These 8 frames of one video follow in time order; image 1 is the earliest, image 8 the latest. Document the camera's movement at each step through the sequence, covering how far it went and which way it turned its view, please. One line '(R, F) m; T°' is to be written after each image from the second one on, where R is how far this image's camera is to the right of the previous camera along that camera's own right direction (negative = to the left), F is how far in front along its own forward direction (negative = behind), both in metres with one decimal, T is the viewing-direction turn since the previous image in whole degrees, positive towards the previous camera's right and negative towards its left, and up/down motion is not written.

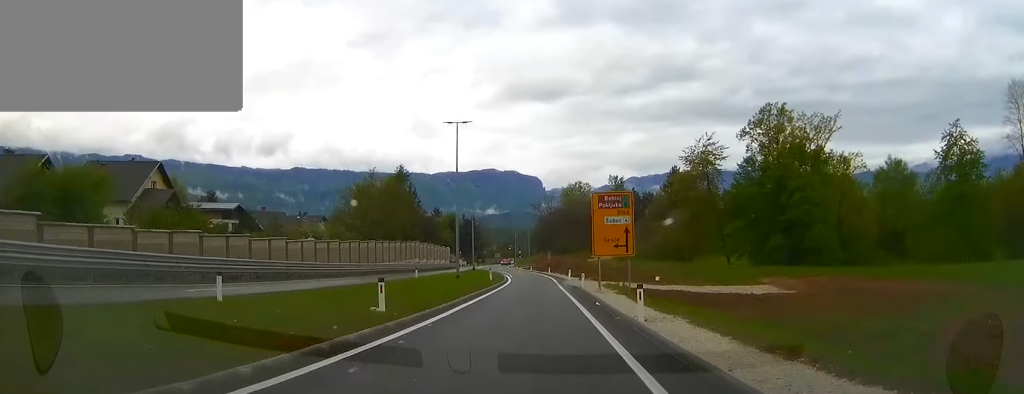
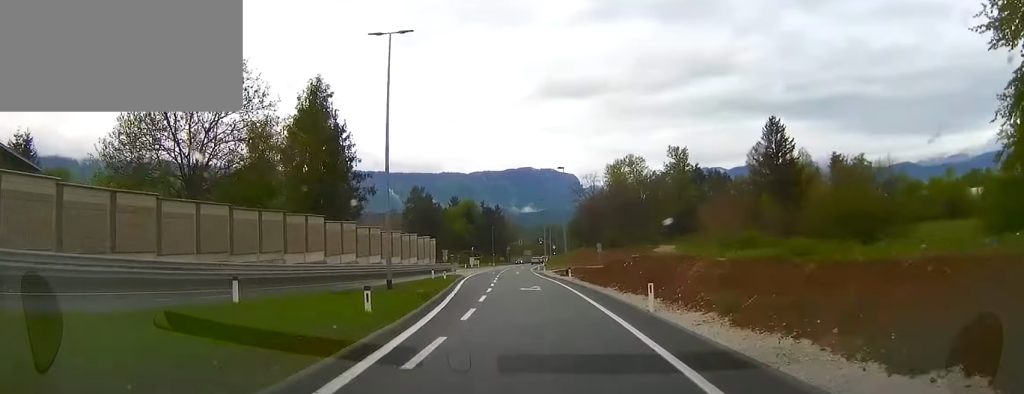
(-0.6, +50.0) m; -4°
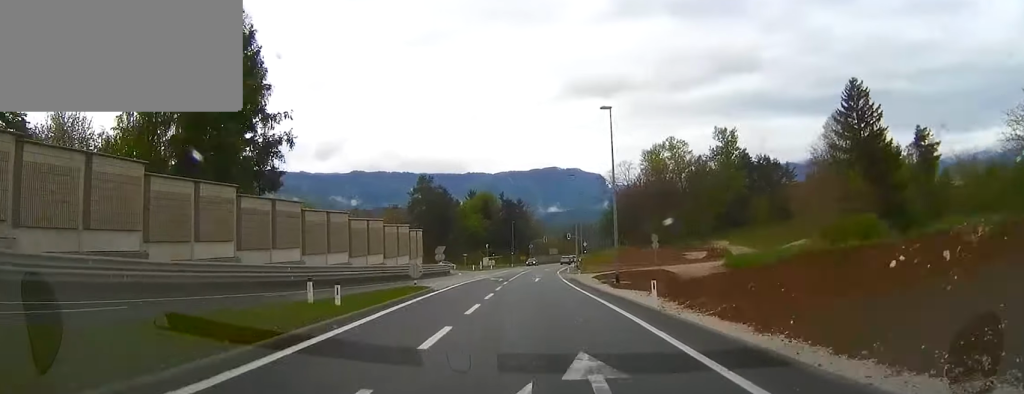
(-1.0, +22.0) m; -1°
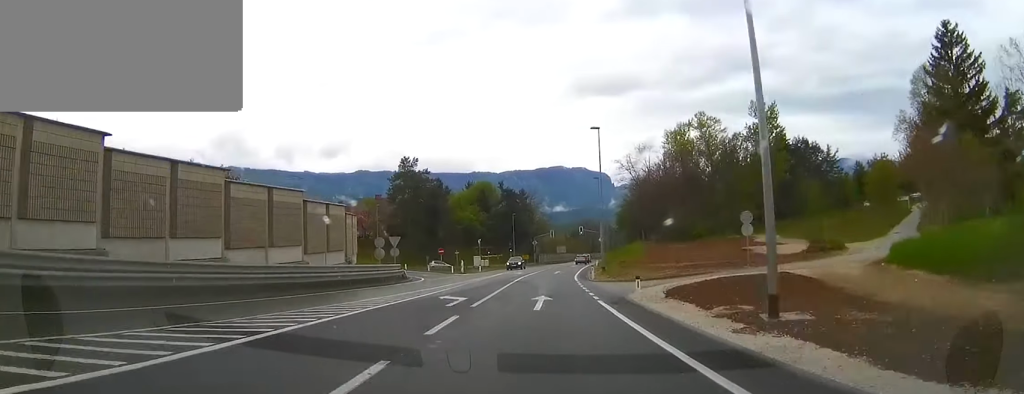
(-1.3, +22.0) m; 0°
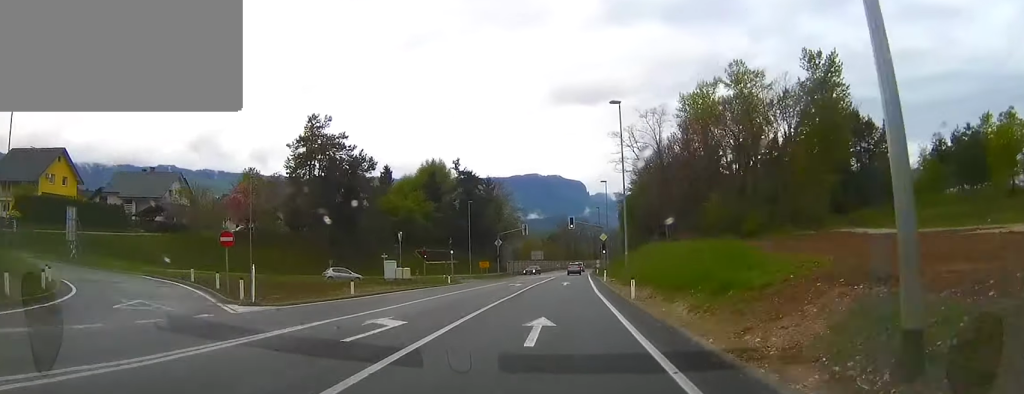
(+0.6, +34.5) m; +2°
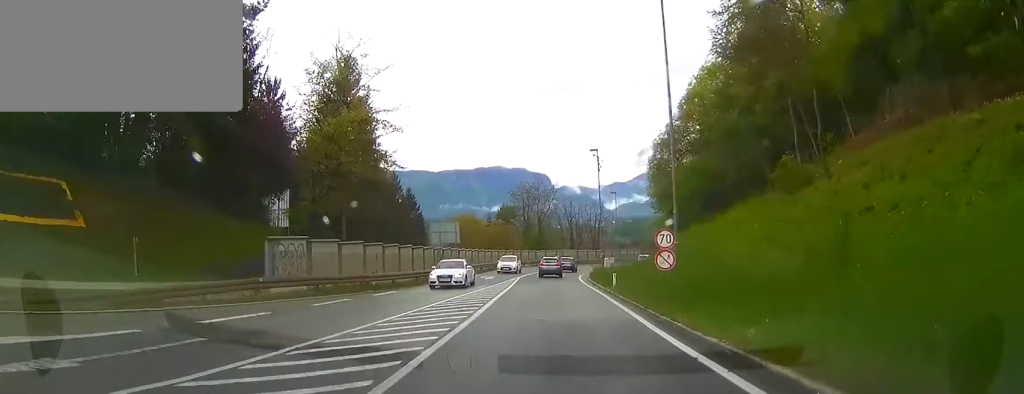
(+3.3, +71.4) m; +4°
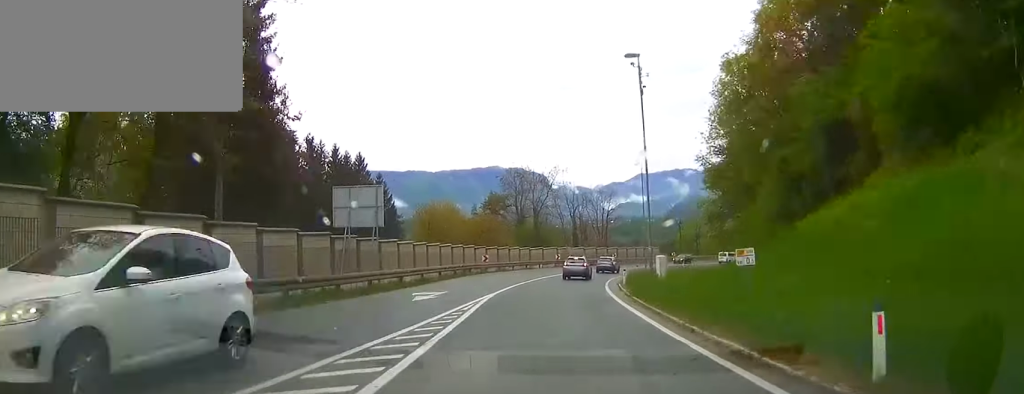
(0.0, +22.8) m; +4°
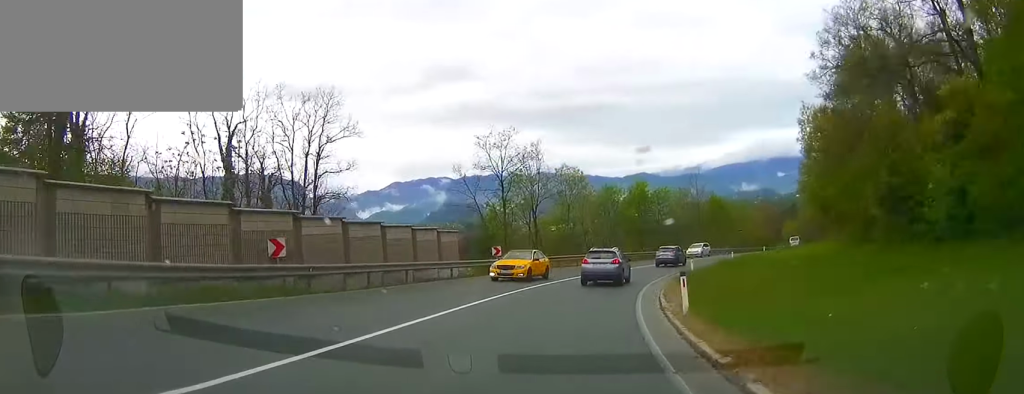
(+10.5, +66.1) m; +25°
